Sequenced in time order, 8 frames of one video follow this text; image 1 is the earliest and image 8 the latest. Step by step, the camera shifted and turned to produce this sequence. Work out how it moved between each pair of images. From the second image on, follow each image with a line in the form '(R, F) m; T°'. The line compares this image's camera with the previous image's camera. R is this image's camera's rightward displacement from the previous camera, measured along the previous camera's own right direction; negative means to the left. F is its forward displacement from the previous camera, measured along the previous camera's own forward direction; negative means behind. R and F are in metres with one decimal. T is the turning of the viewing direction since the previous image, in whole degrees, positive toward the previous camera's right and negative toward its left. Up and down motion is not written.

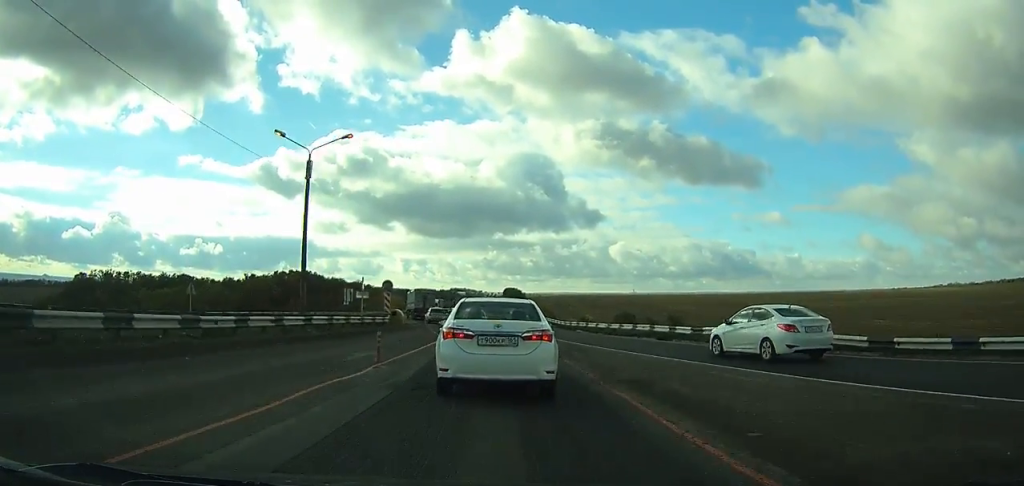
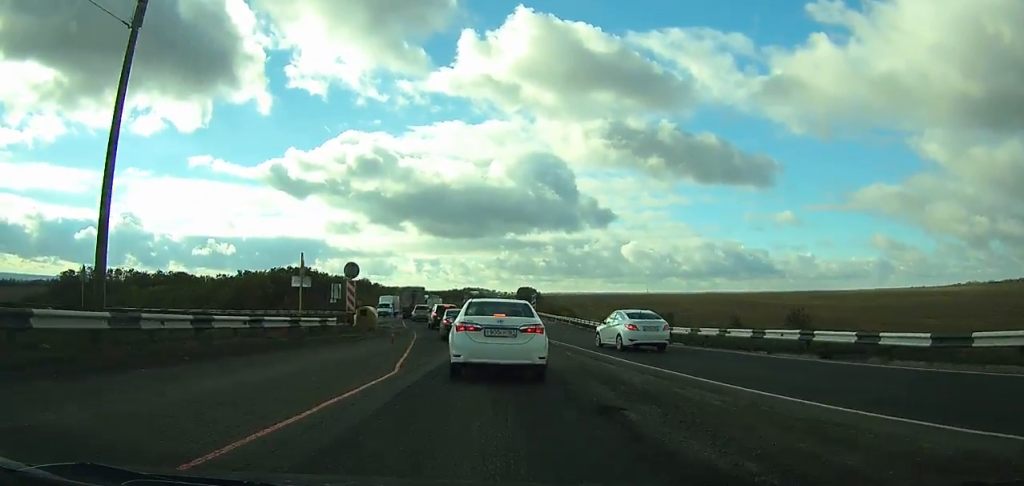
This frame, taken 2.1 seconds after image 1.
(0.0, +15.4) m; -1°
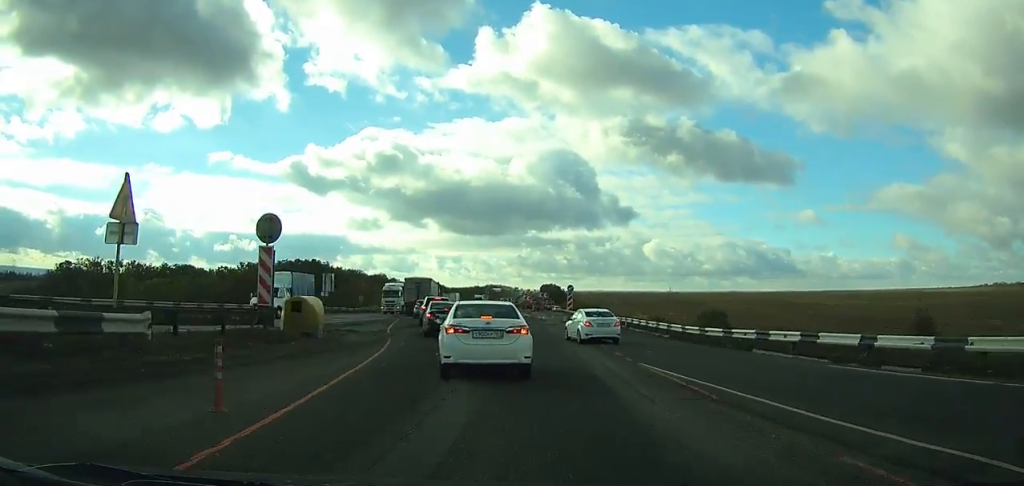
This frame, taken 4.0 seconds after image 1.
(-0.1, +11.9) m; -1°
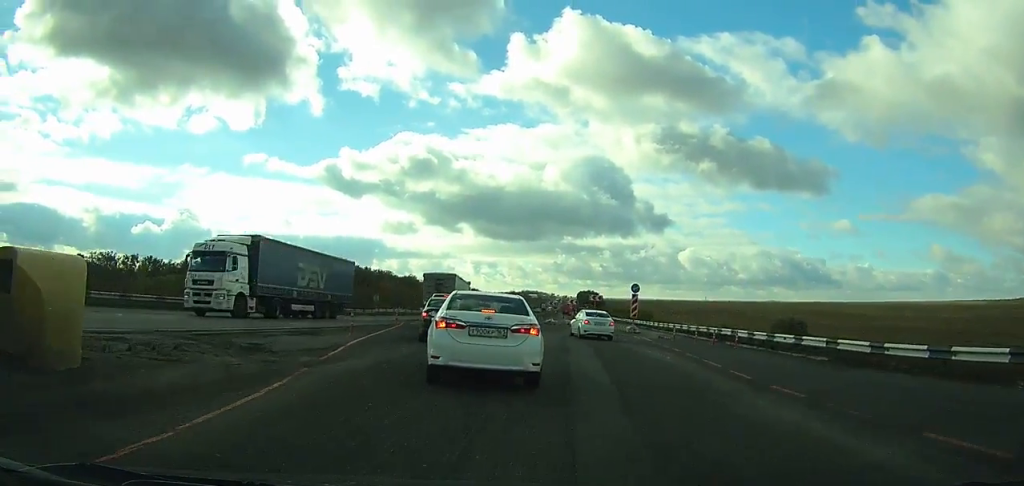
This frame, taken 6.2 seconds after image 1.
(-0.1, +12.1) m; -2°
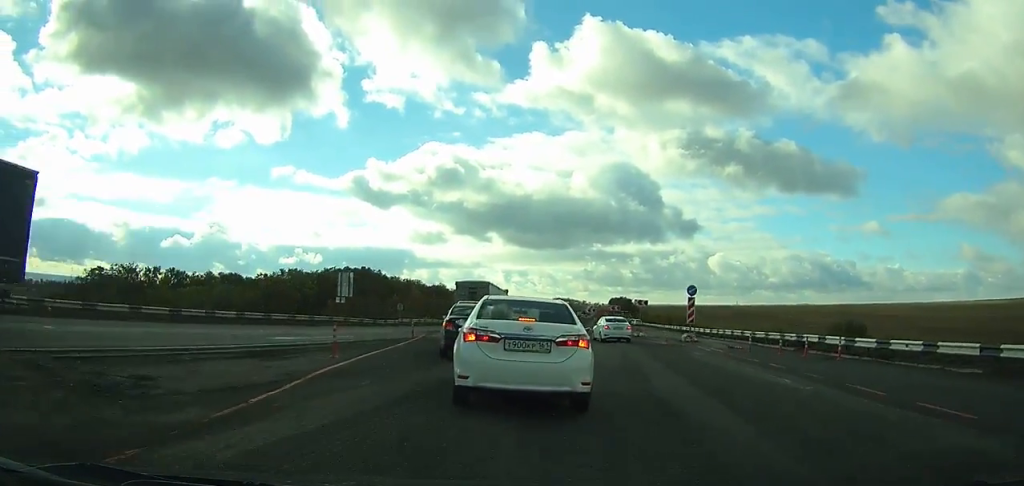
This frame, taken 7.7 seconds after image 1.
(-0.1, +6.6) m; -2°
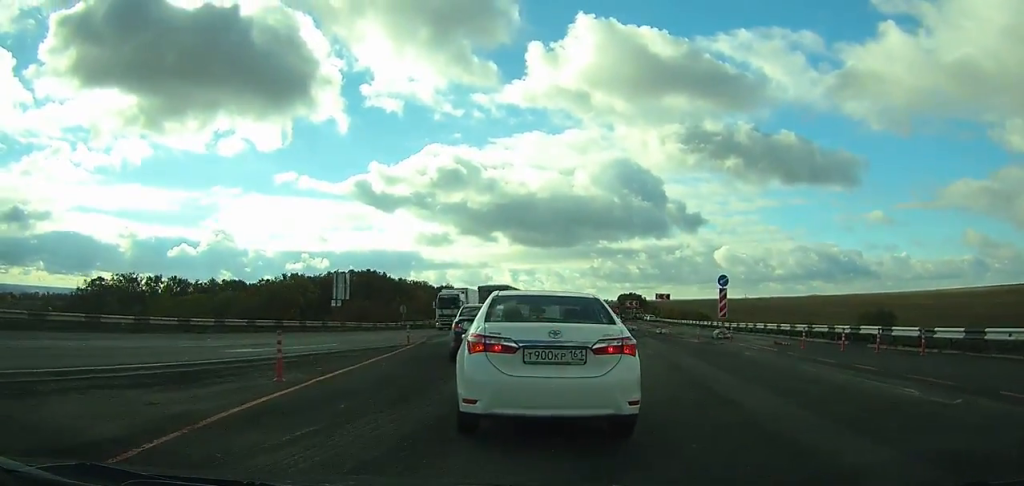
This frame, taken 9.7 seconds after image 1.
(-0.2, +7.8) m; -3°
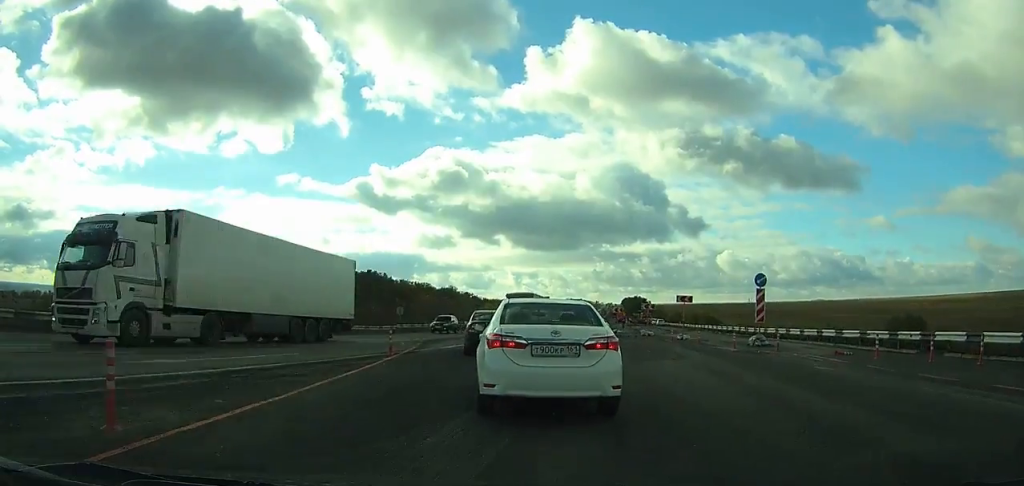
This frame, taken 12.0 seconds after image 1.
(-0.2, +8.2) m; -2°
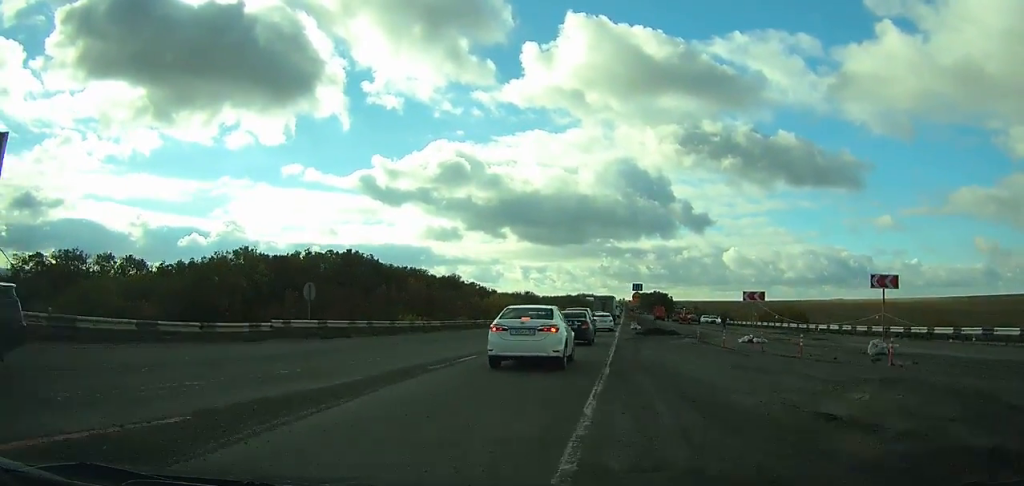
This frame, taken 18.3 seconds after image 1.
(+0.2, +28.4) m; +3°
